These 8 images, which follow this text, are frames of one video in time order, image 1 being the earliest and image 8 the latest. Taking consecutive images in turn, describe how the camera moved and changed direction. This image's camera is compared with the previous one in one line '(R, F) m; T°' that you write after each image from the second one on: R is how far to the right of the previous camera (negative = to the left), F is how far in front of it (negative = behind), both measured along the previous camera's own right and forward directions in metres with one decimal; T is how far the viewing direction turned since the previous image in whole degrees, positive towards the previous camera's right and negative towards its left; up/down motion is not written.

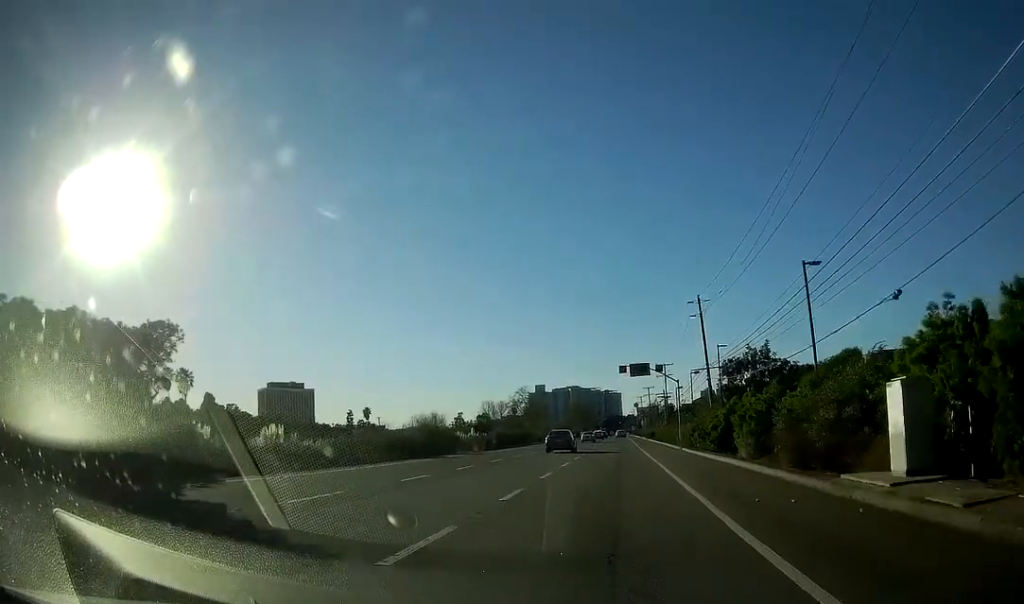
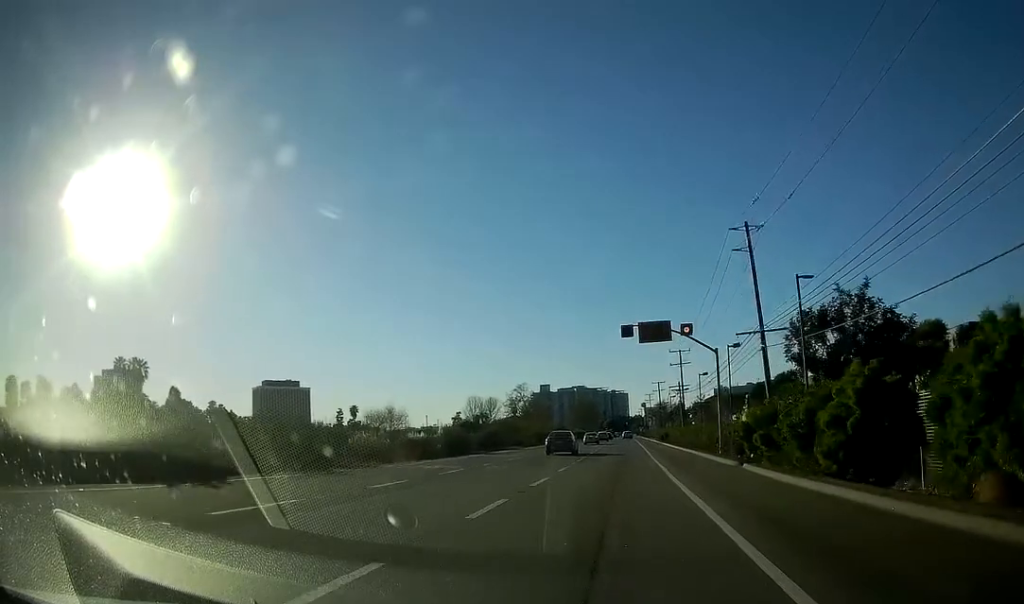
(-0.2, +24.6) m; -1°
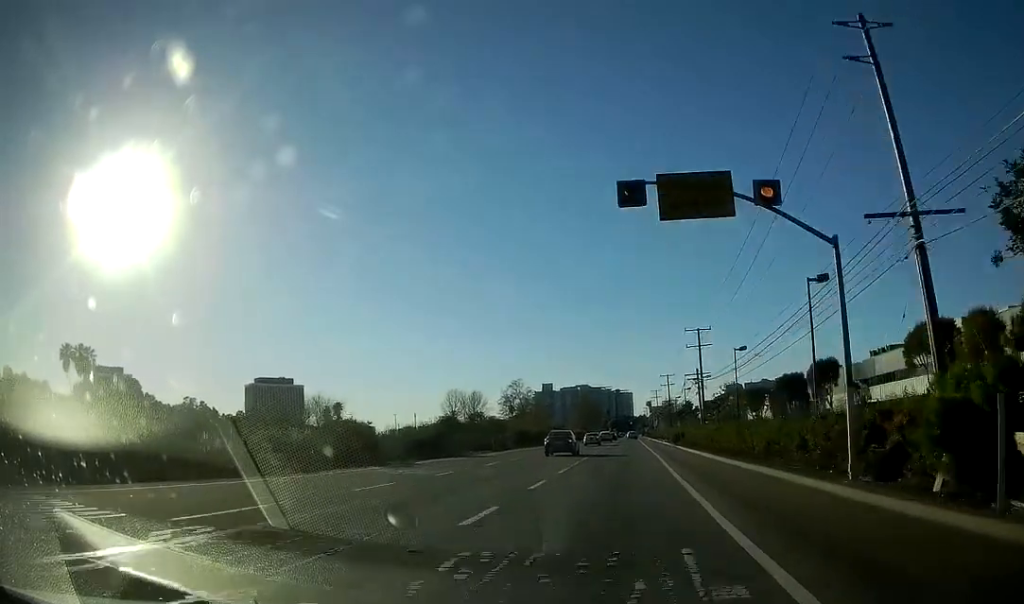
(-0.2, +22.9) m; 0°
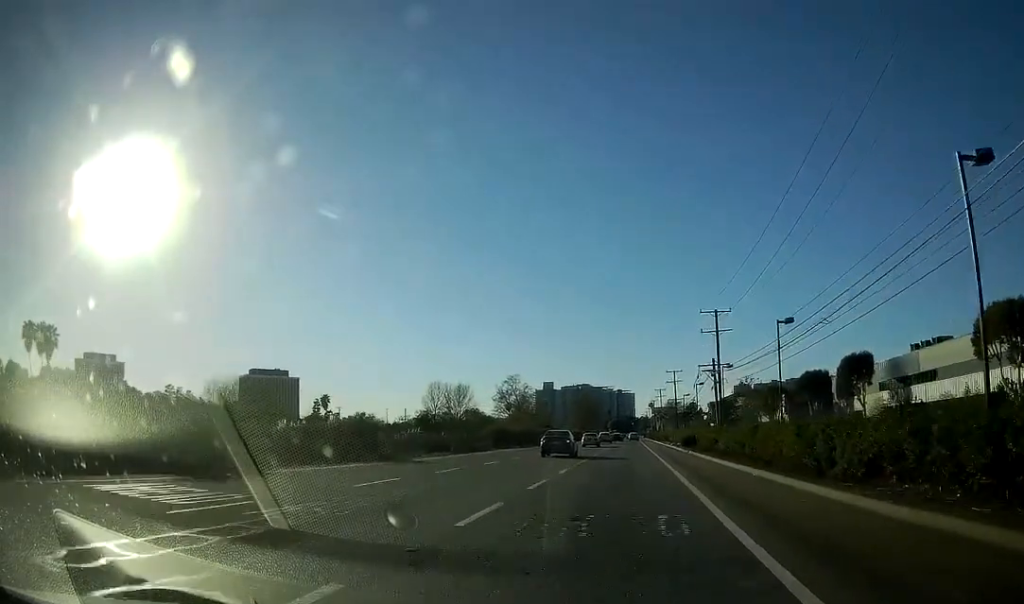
(+0.1, +14.8) m; 0°
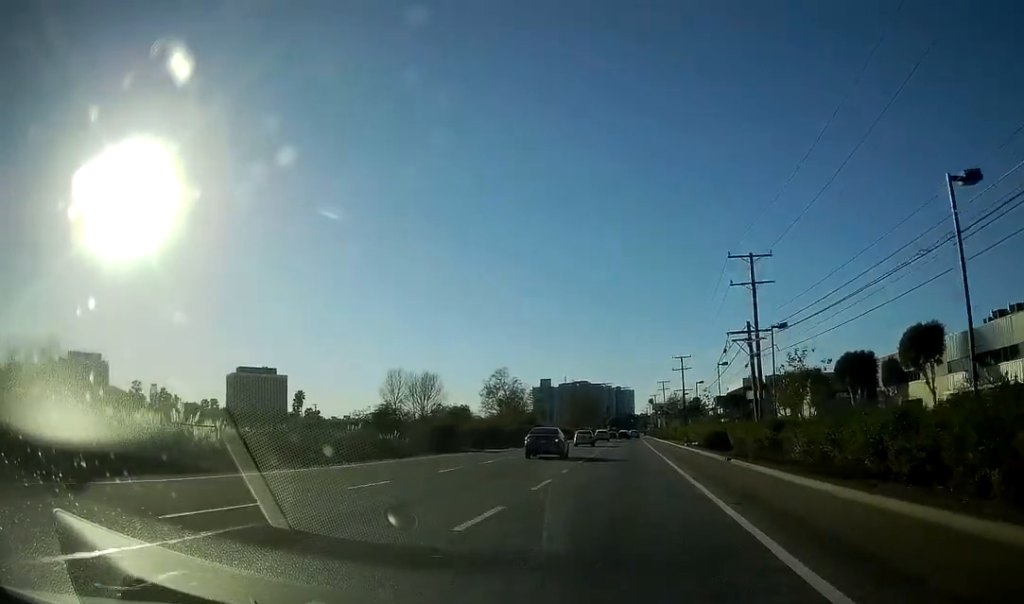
(-0.1, +22.0) m; -1°
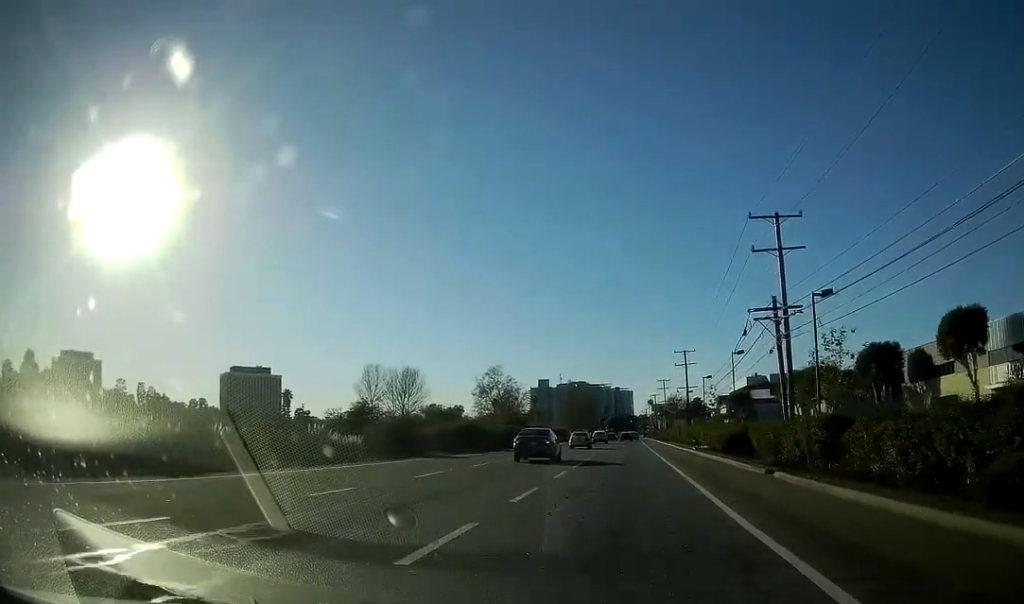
(-0.1, +9.3) m; 0°
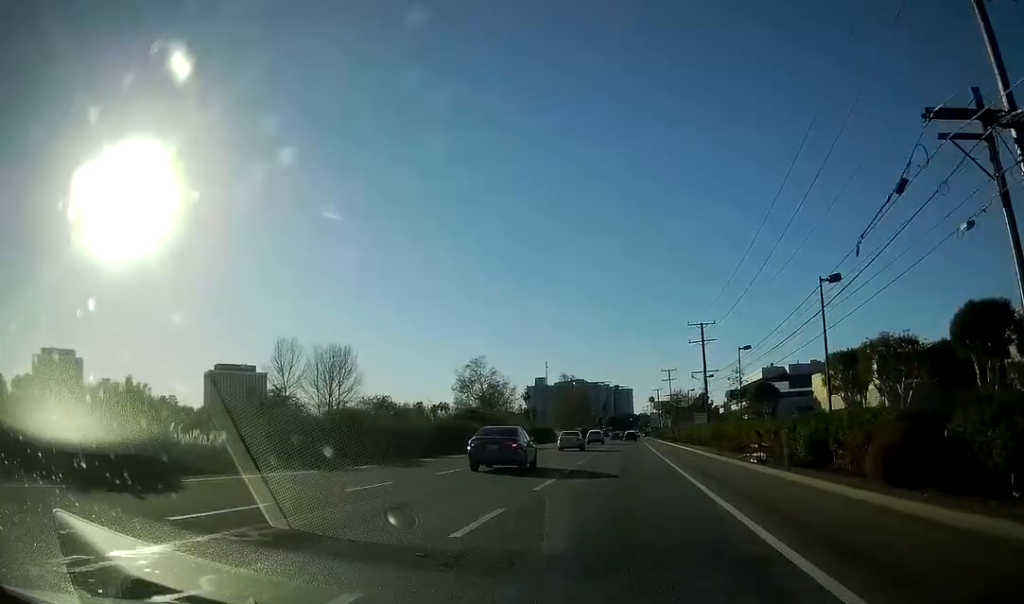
(-0.1, +26.3) m; 0°
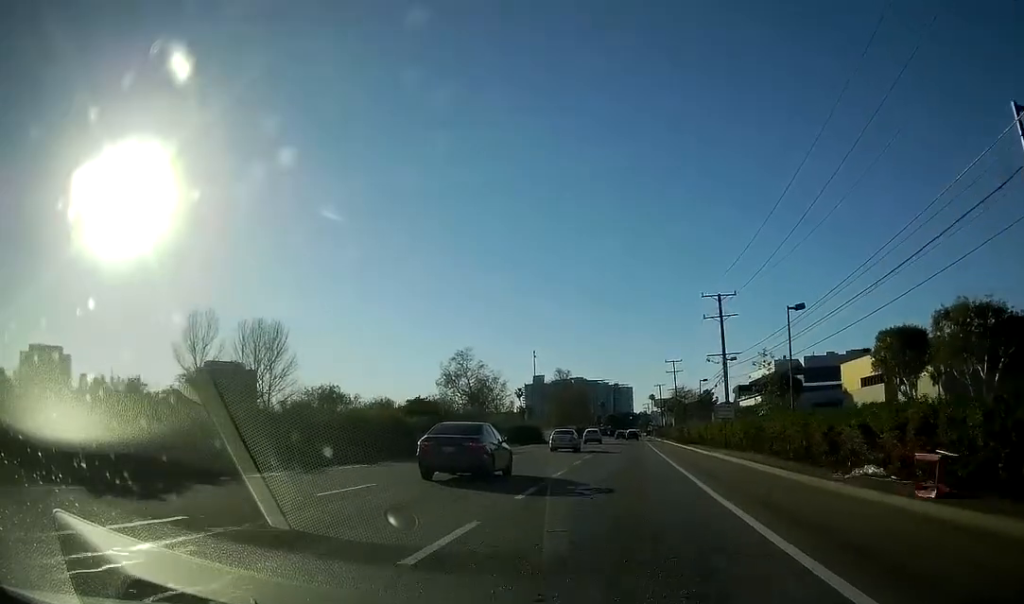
(0.0, +17.3) m; +1°
